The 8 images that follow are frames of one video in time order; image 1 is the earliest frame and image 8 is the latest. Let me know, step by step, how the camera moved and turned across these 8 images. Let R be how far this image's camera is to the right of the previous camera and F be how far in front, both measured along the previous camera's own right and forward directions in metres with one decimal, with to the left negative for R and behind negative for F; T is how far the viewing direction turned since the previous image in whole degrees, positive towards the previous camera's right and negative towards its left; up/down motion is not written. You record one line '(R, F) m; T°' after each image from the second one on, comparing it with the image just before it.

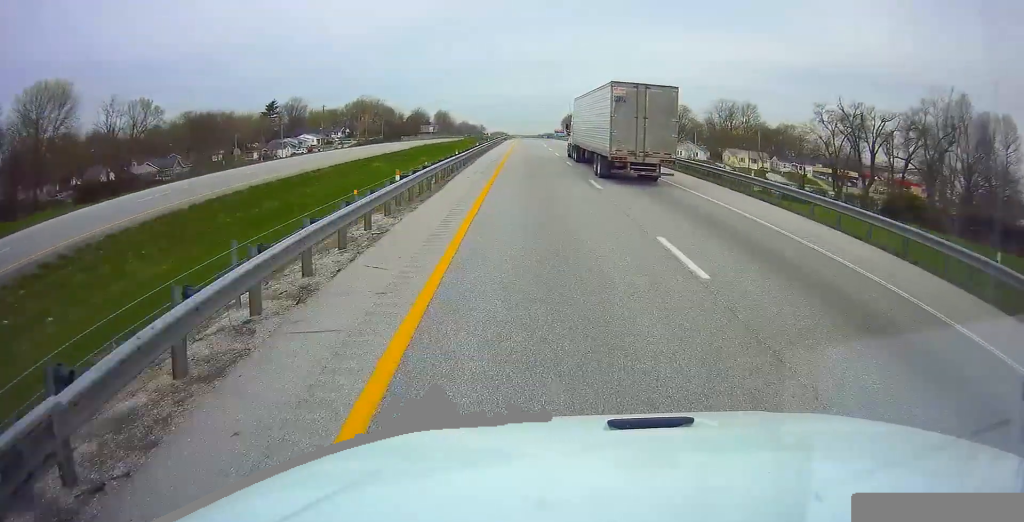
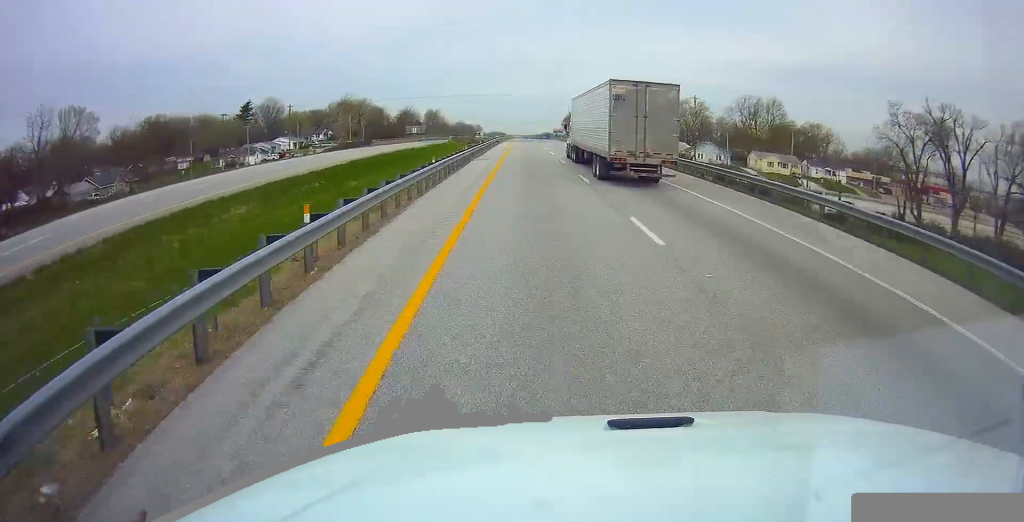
(0.0, +22.0) m; 0°
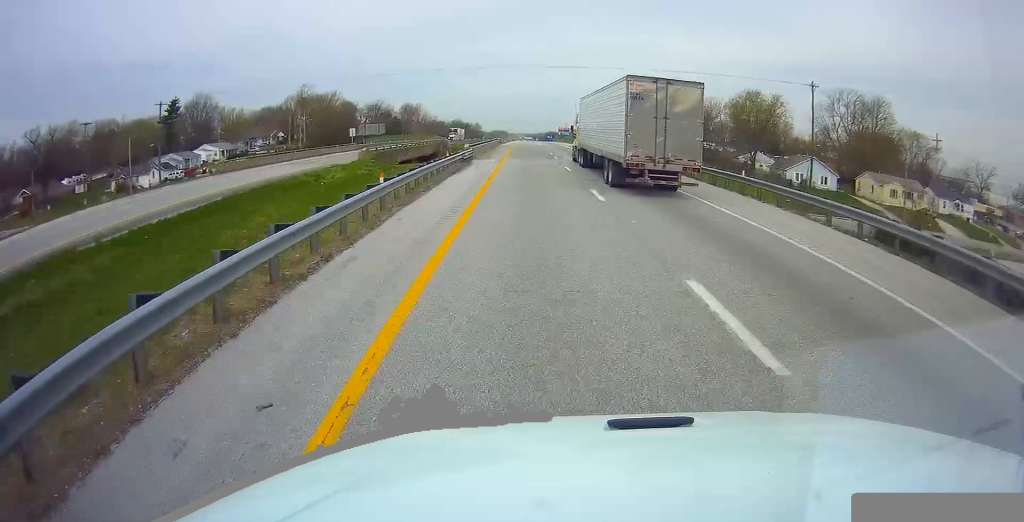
(0.0, +54.0) m; 0°
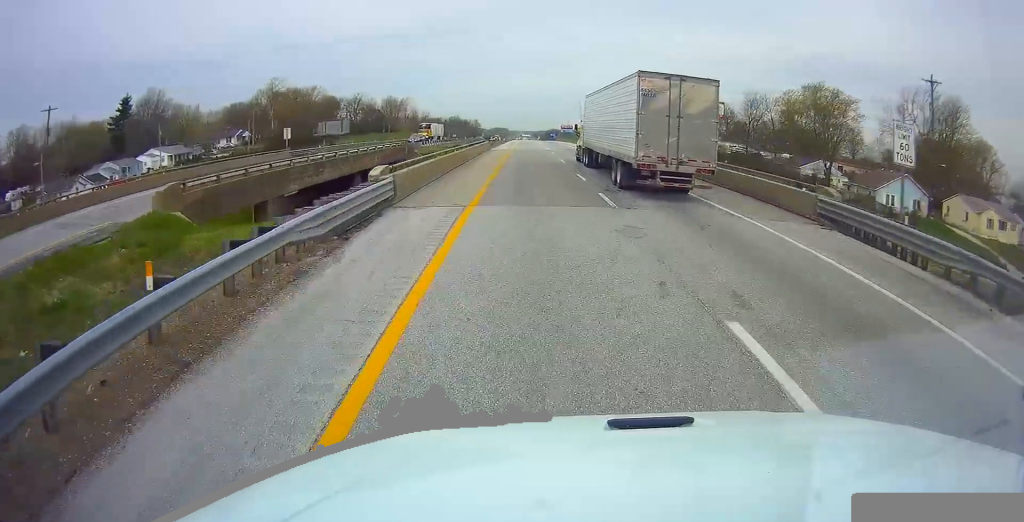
(0.0, +26.2) m; 0°
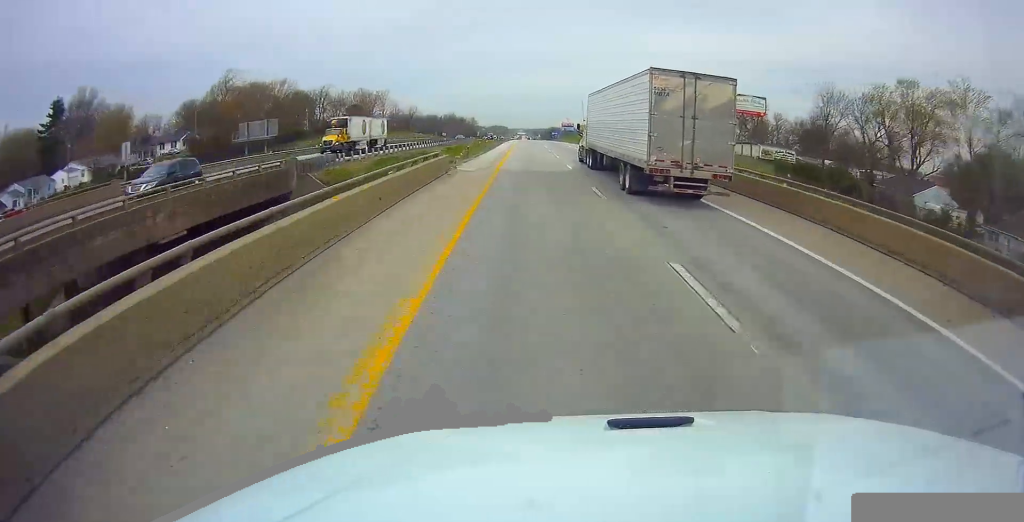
(0.0, +29.5) m; 0°
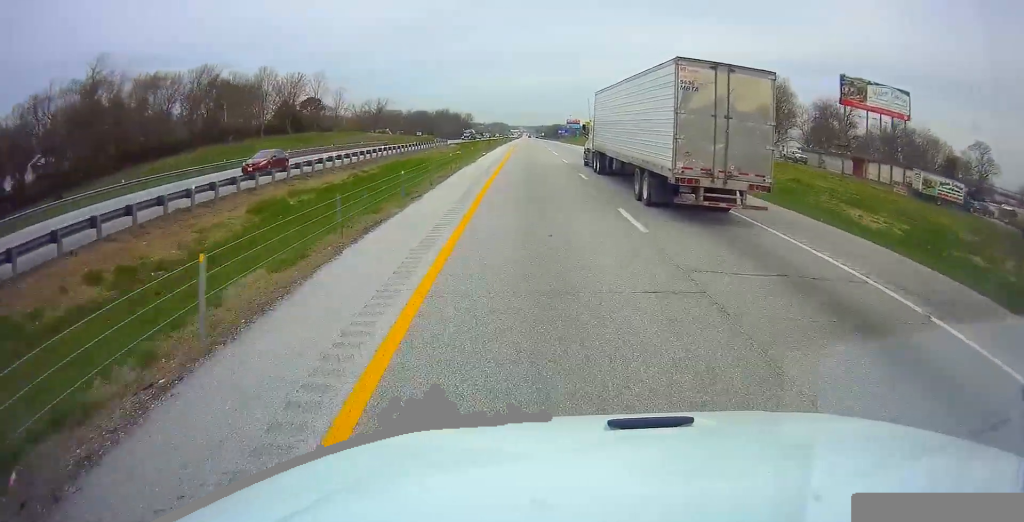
(+0.2, +55.2) m; 0°
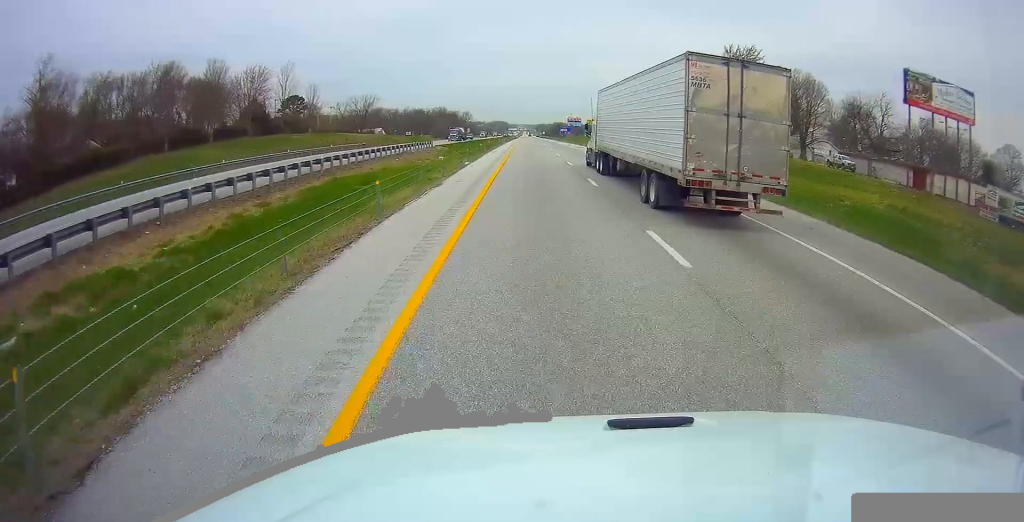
(+0.1, +15.3) m; 0°
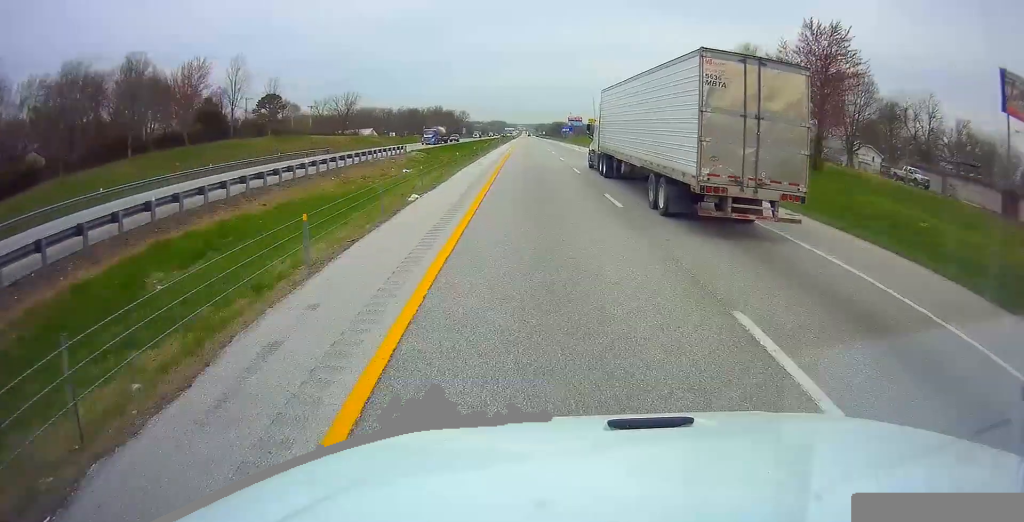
(-0.1, +17.2) m; 0°
